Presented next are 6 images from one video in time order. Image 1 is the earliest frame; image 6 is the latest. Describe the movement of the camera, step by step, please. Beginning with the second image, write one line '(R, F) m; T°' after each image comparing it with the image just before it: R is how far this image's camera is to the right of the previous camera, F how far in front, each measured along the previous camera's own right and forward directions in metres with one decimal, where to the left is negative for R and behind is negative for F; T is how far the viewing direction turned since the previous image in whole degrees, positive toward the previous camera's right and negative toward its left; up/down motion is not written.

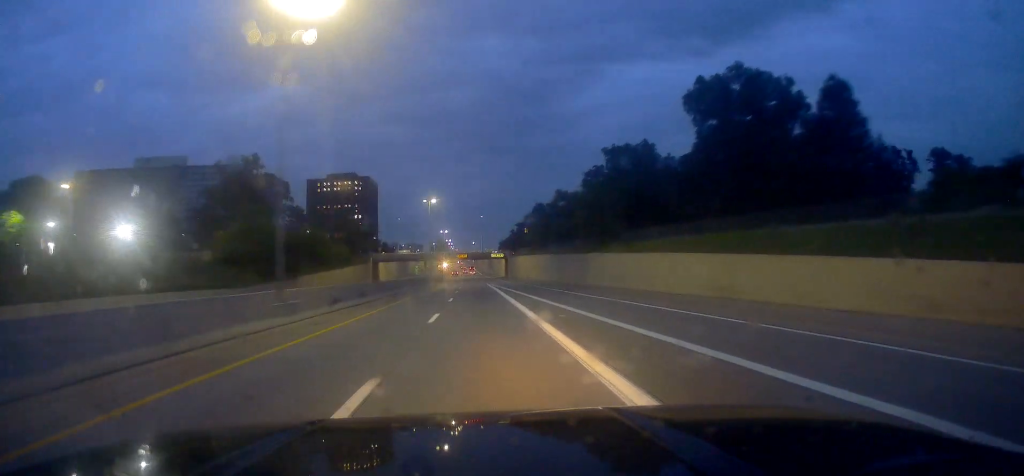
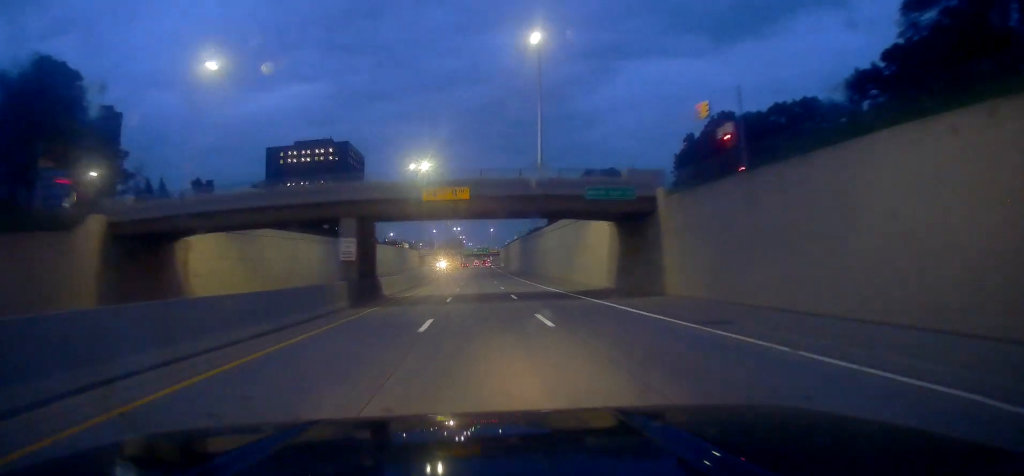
(-1.4, +109.2) m; -1°
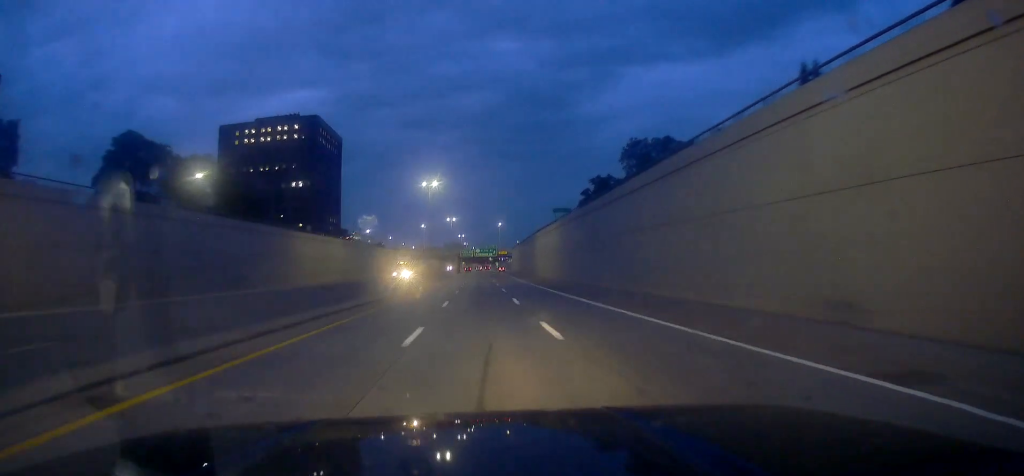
(-0.6, +63.4) m; -2°
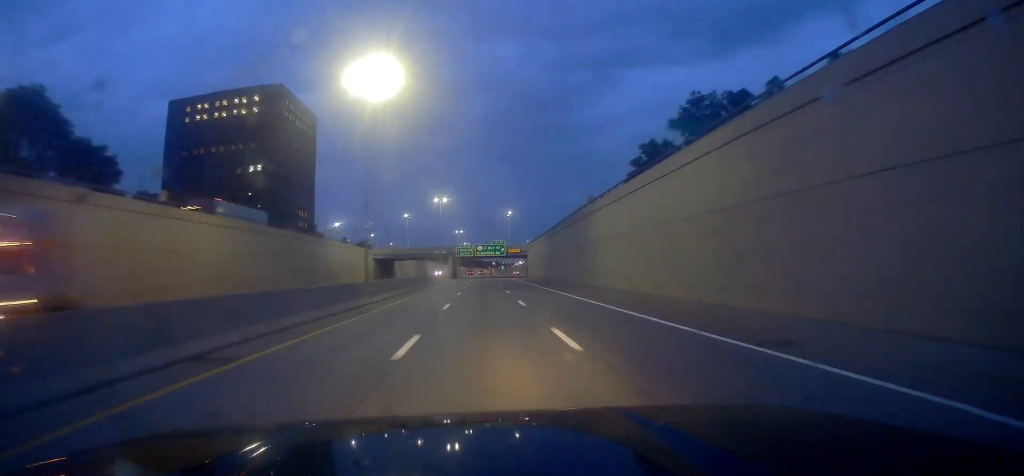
(-0.3, +47.9) m; +1°
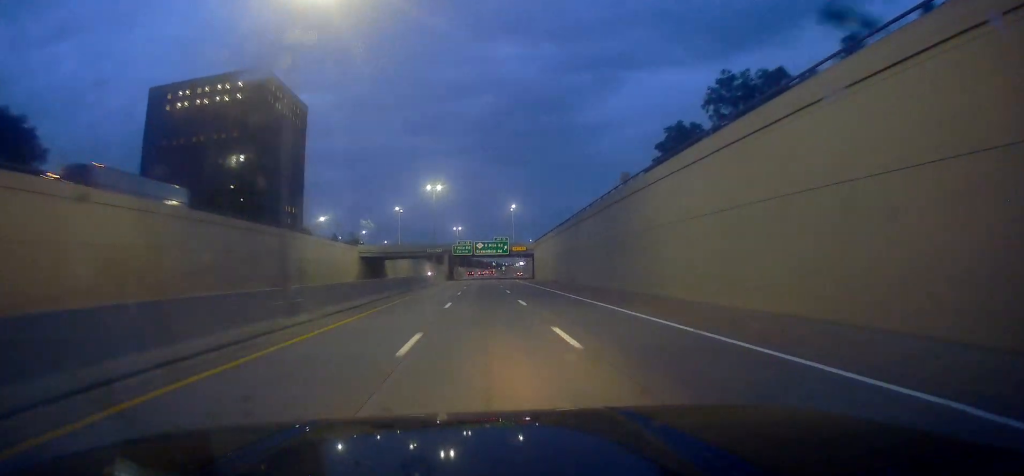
(+0.1, +16.2) m; 0°
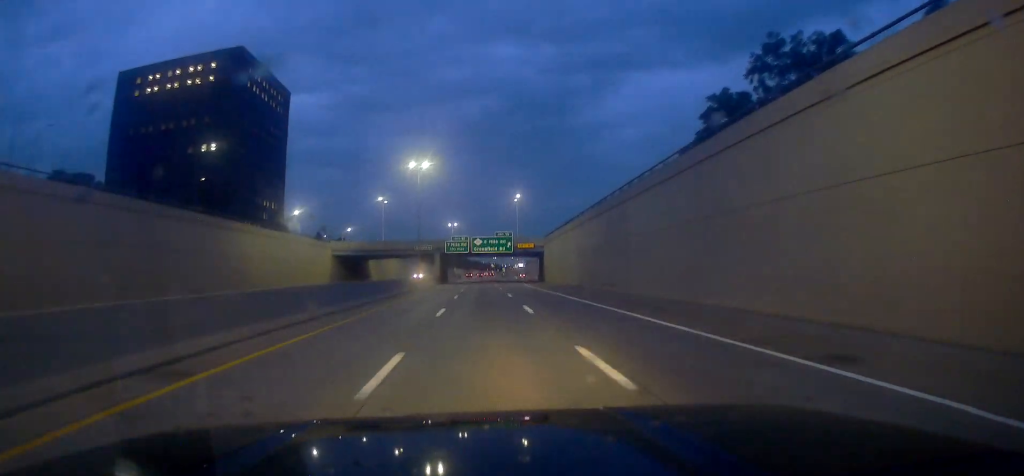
(+0.1, +19.4) m; 0°
